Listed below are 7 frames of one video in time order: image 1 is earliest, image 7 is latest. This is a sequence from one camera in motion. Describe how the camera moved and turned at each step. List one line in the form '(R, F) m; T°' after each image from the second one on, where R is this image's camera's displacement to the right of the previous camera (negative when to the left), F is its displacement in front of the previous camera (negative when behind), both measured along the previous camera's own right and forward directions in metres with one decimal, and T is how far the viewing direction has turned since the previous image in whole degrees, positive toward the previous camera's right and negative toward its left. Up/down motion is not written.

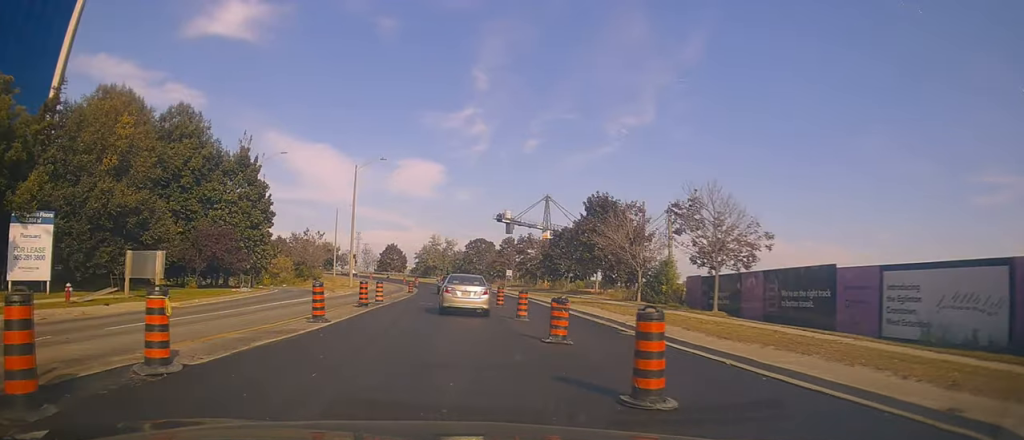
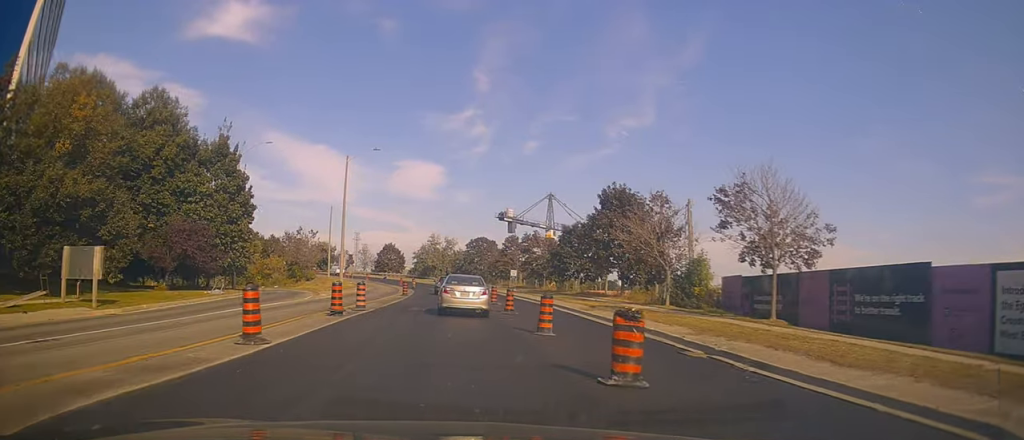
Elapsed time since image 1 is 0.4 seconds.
(+0.1, +5.1) m; -1°
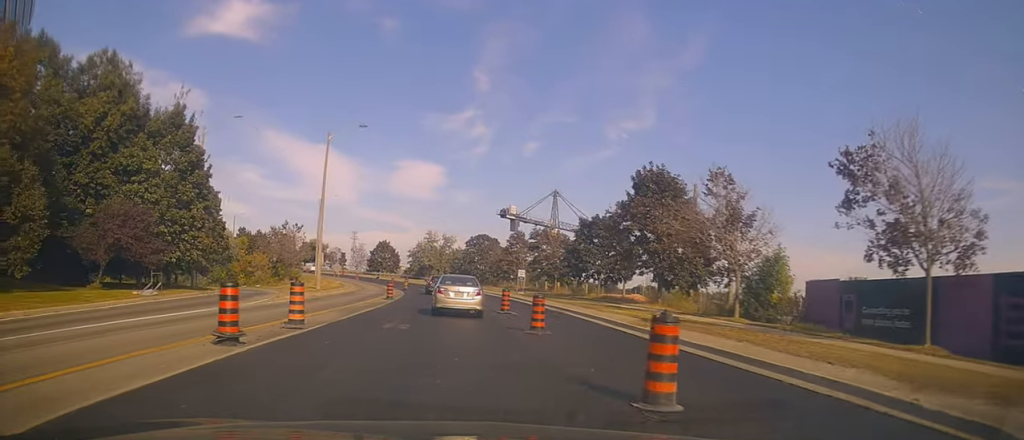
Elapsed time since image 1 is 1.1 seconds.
(-0.2, +8.5) m; 0°
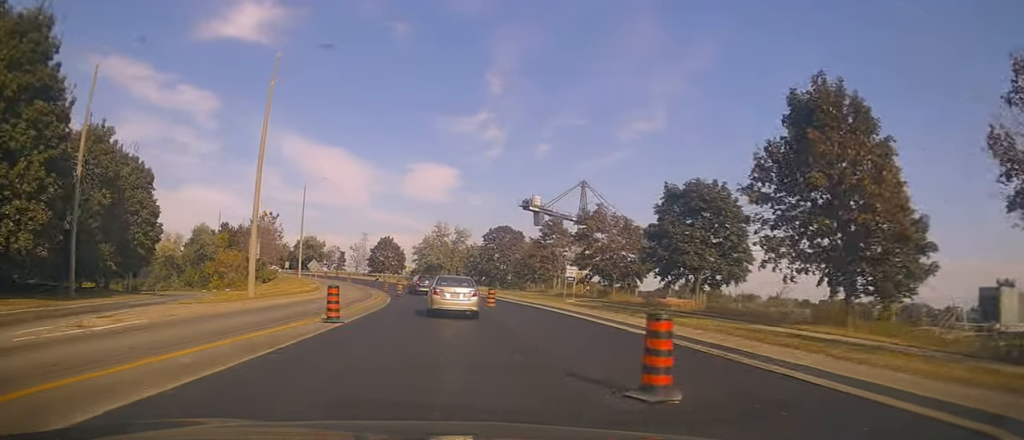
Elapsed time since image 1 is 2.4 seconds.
(+0.1, +17.4) m; 0°
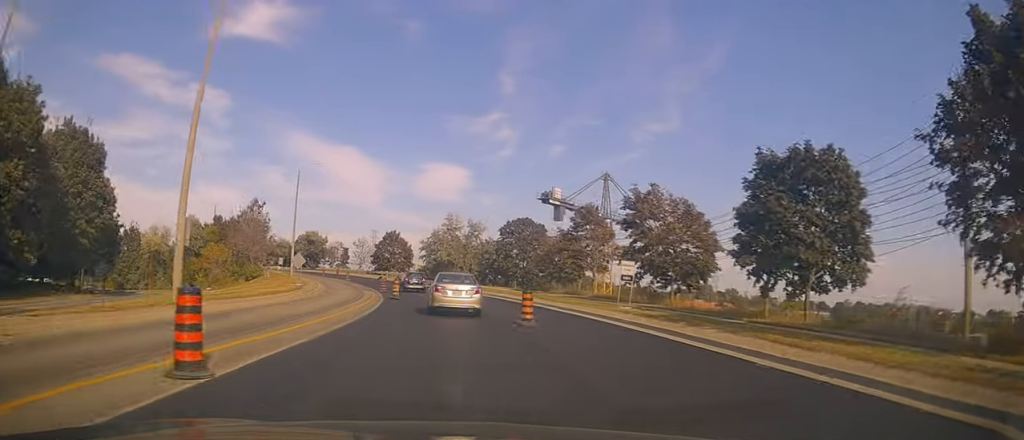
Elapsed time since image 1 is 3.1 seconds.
(-0.1, +9.0) m; -1°
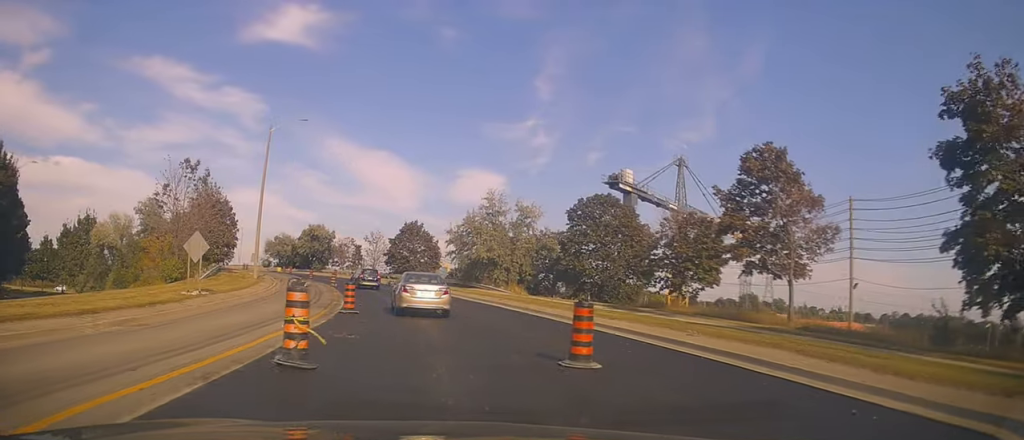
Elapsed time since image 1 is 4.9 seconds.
(-0.5, +23.7) m; -2°
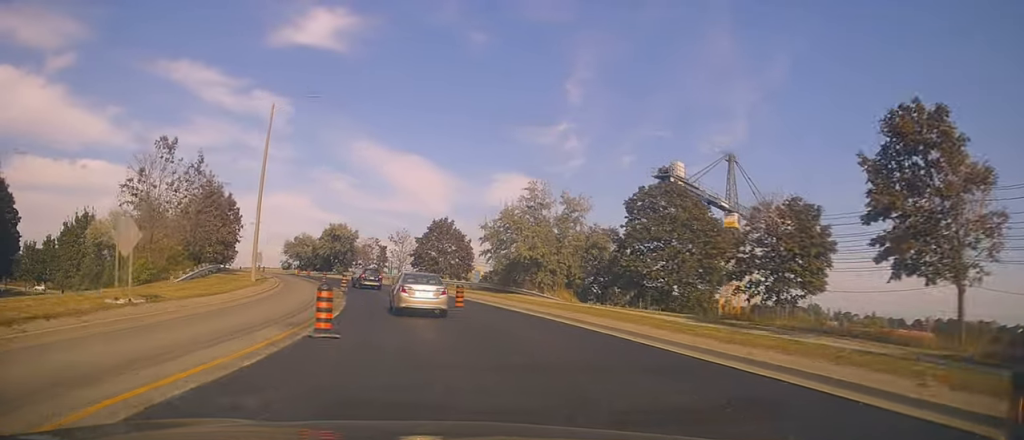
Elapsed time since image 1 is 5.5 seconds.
(+0.1, +7.8) m; -2°
